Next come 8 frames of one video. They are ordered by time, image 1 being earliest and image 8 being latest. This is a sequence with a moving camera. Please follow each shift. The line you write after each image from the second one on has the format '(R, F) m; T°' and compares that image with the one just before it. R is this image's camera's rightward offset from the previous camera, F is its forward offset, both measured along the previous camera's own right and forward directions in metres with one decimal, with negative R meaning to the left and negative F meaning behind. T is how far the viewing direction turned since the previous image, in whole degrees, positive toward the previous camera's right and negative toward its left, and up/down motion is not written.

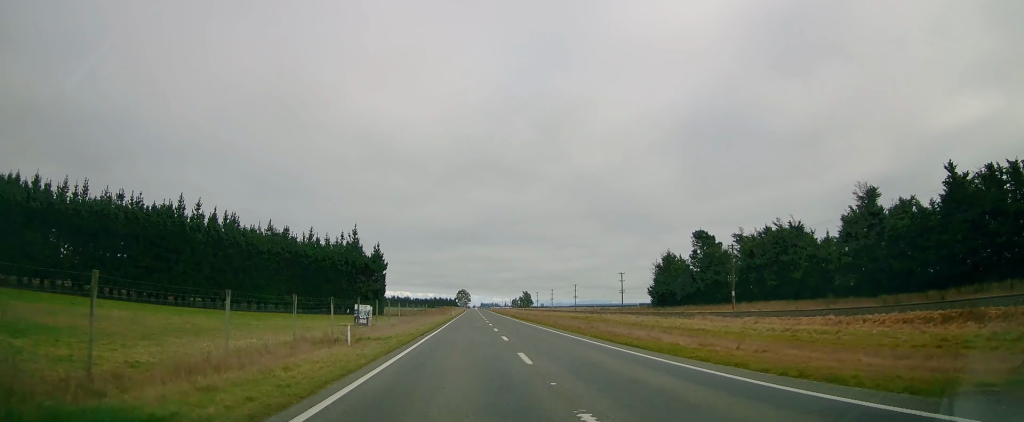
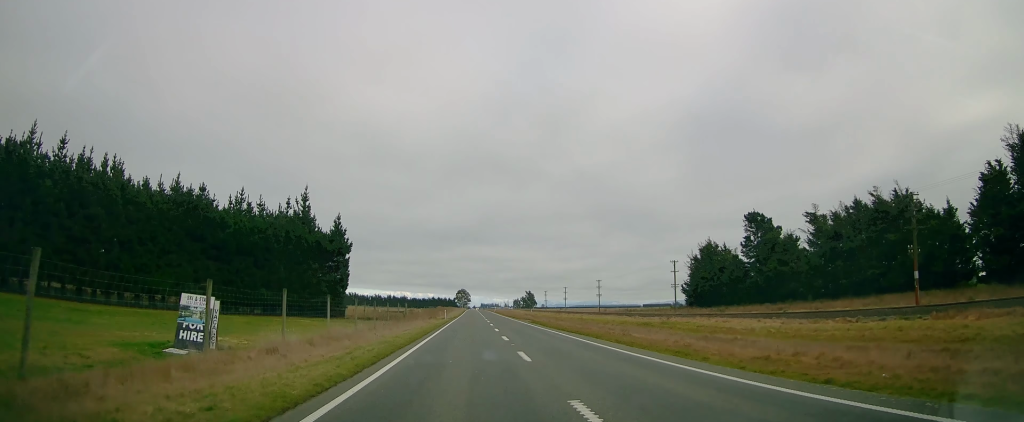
(-0.5, +28.4) m; -1°
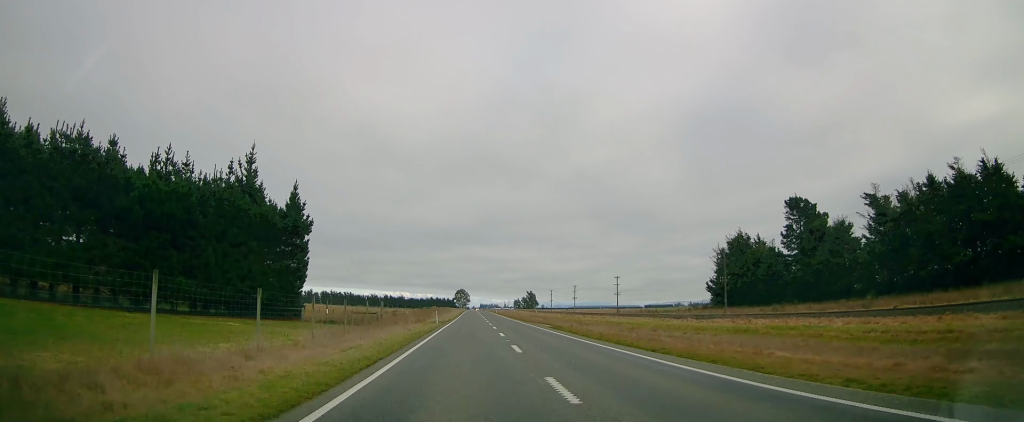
(+0.1, +16.4) m; 0°
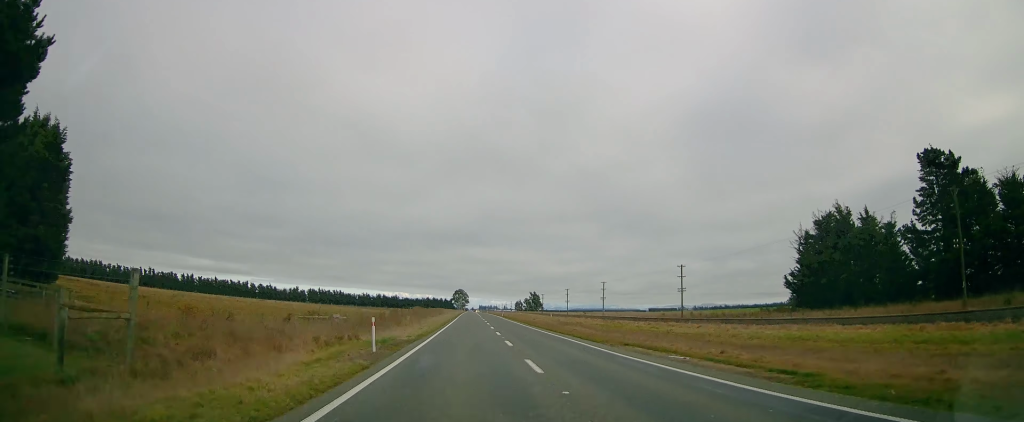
(0.0, +34.6) m; 0°
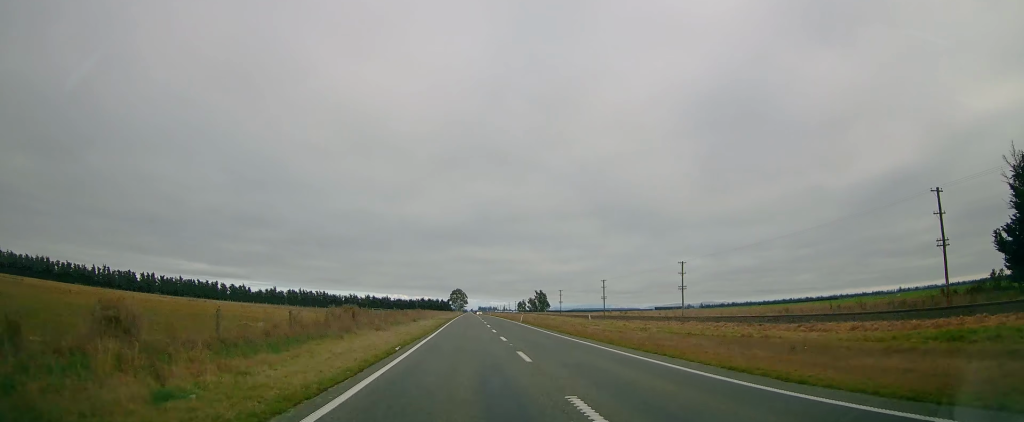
(+0.6, +46.6) m; +1°
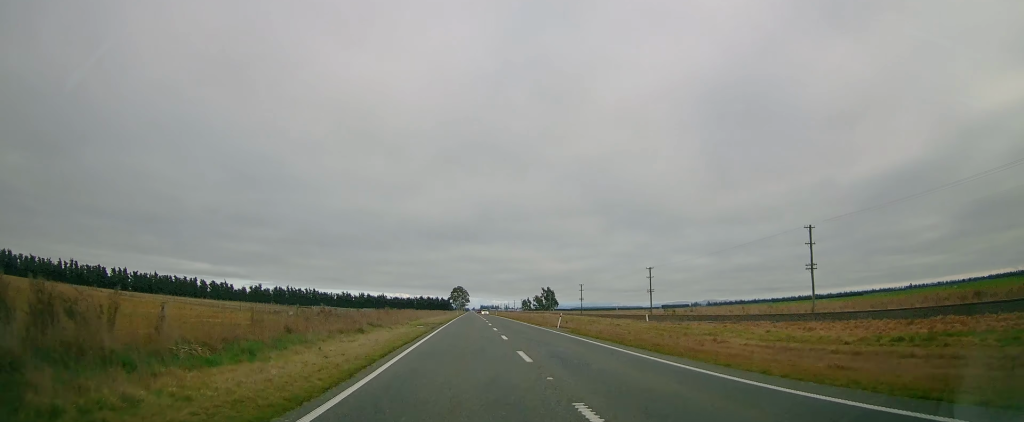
(-0.2, +30.0) m; -1°
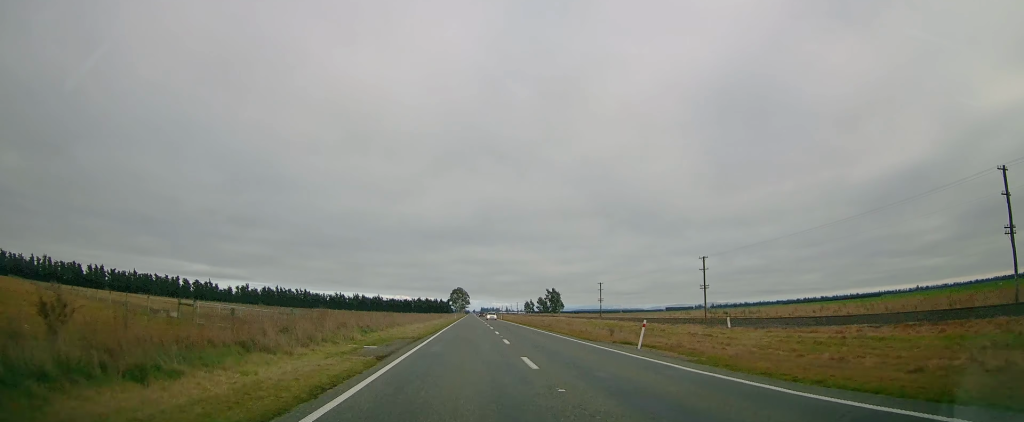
(-0.2, +21.0) m; 0°
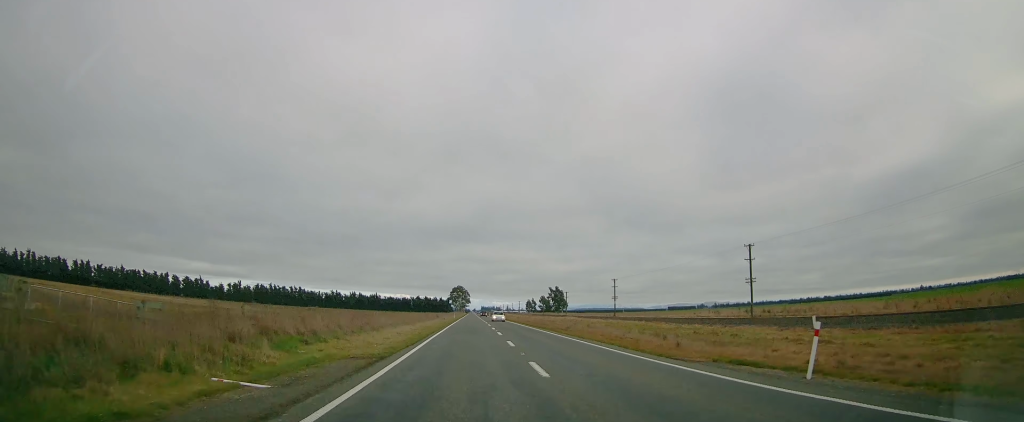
(-0.2, +11.9) m; 0°
